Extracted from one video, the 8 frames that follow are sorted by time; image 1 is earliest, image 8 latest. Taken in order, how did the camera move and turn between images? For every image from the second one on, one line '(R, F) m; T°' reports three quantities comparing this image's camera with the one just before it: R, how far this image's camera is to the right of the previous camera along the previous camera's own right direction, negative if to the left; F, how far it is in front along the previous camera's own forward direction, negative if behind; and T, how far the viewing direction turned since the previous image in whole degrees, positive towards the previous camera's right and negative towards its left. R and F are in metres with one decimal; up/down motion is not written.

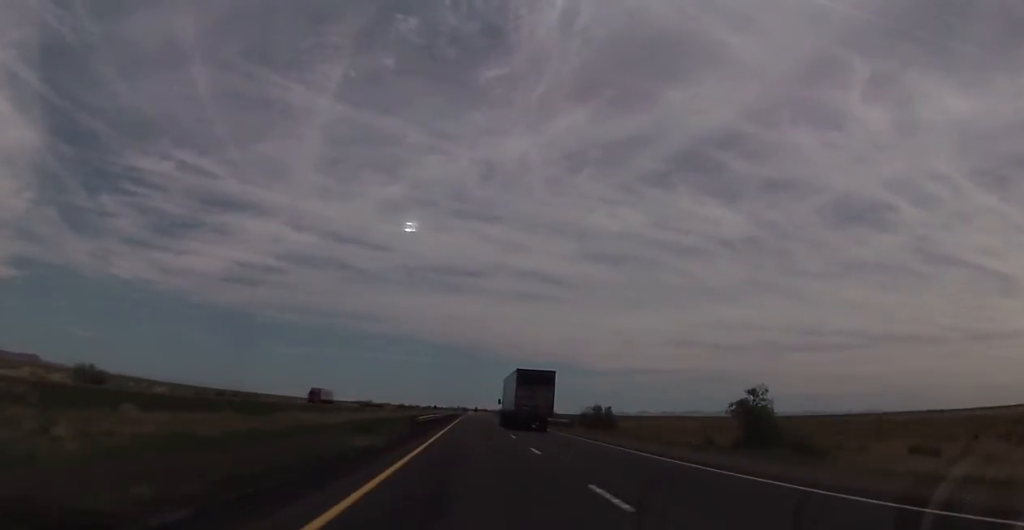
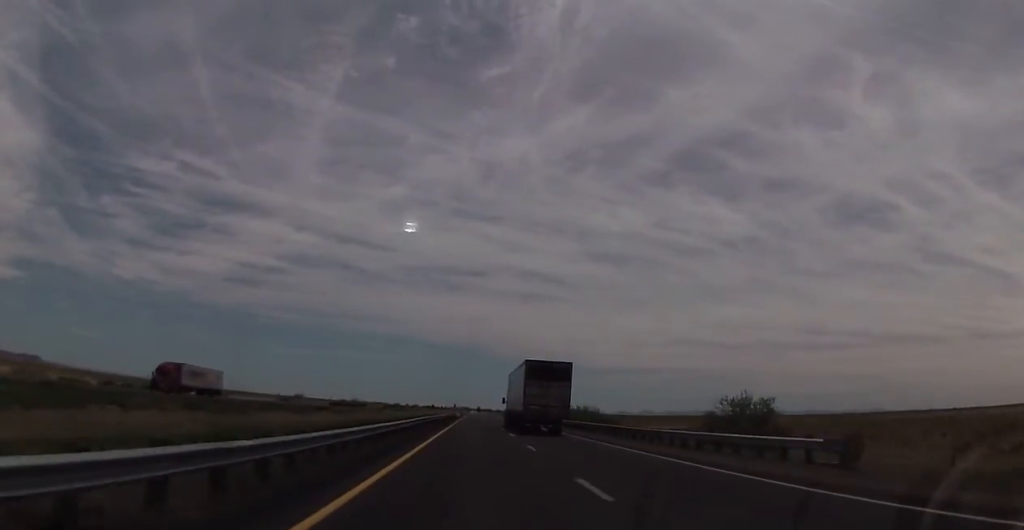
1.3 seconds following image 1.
(-0.1, +47.6) m; 0°
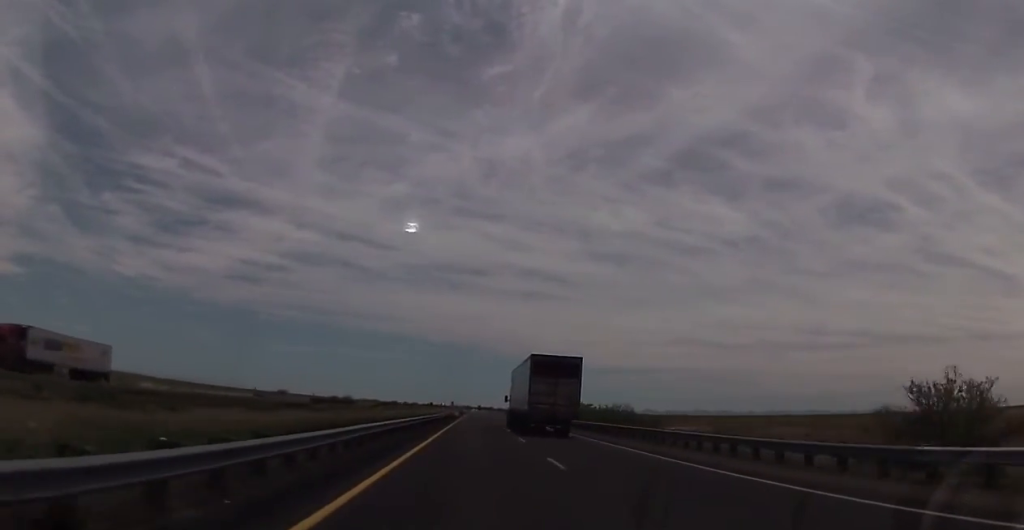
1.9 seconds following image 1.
(+0.1, +19.0) m; 0°
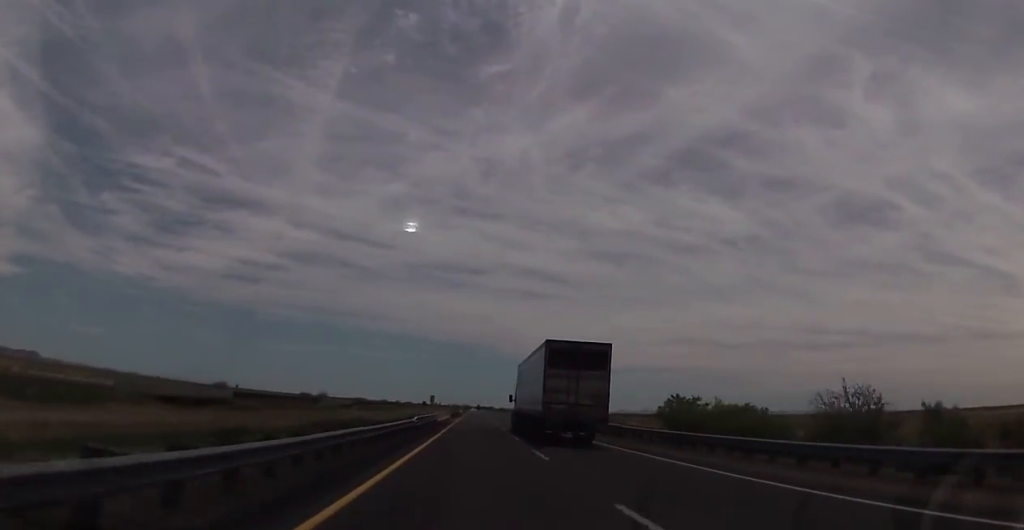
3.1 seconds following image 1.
(-0.1, +45.3) m; -1°
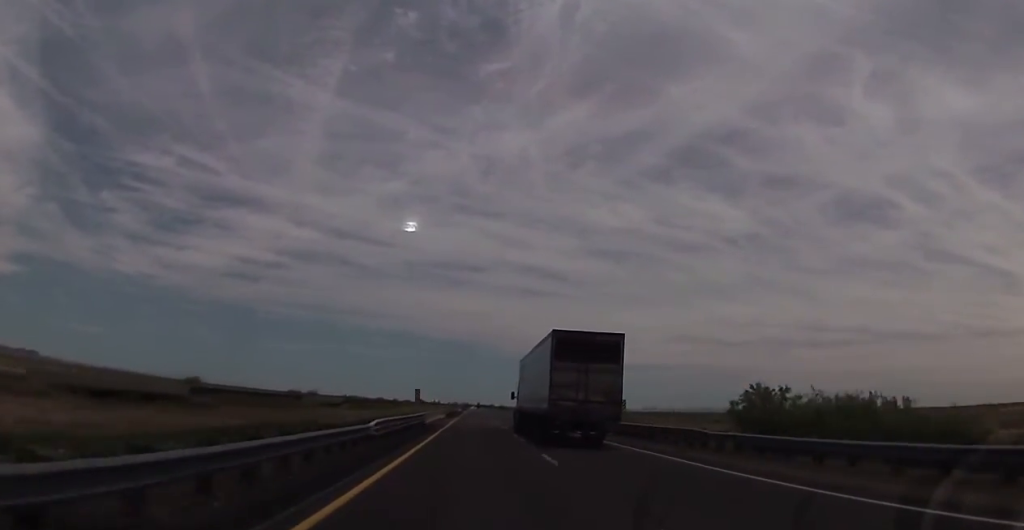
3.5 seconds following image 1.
(-0.1, +14.3) m; 0°
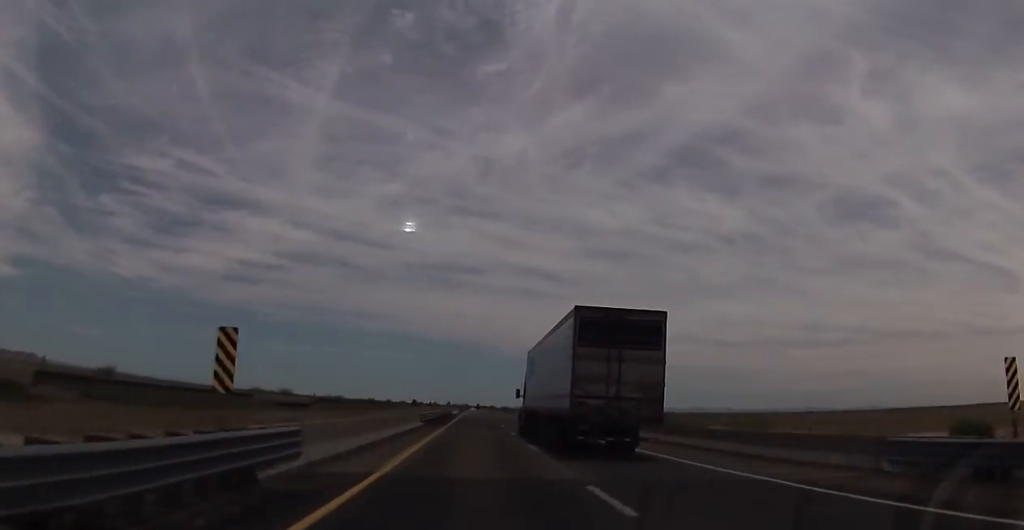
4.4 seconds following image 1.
(-0.1, +32.2) m; +1°
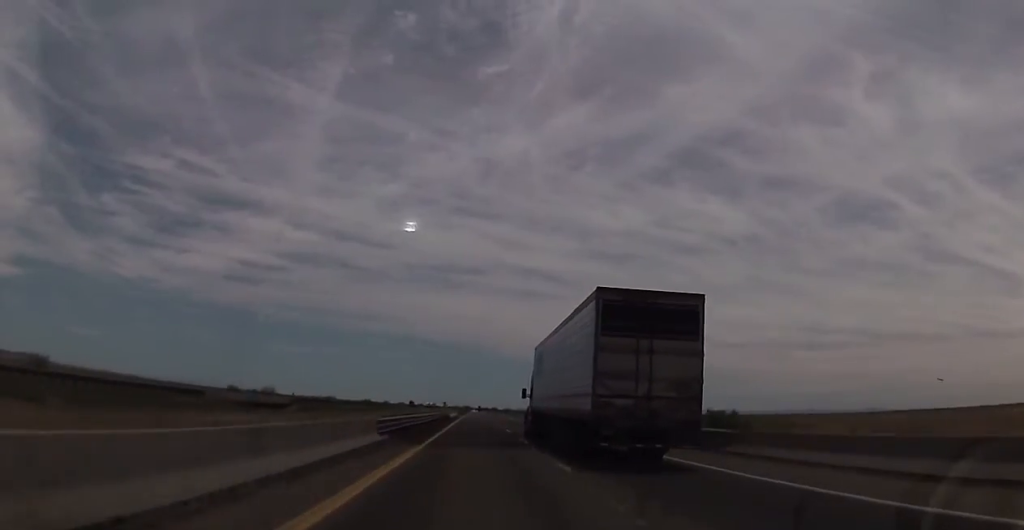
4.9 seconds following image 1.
(+0.4, +17.9) m; 0°
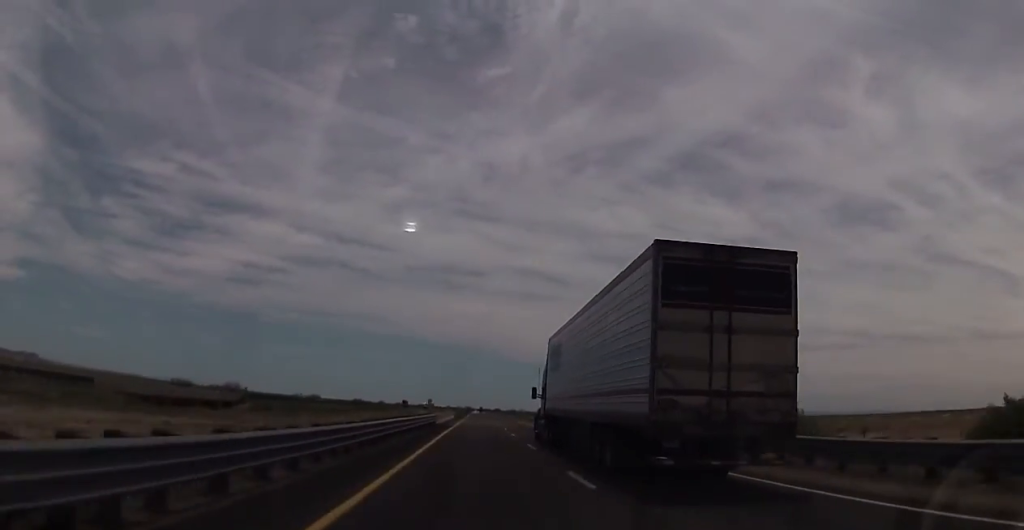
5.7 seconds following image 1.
(0.0, +27.5) m; -1°
